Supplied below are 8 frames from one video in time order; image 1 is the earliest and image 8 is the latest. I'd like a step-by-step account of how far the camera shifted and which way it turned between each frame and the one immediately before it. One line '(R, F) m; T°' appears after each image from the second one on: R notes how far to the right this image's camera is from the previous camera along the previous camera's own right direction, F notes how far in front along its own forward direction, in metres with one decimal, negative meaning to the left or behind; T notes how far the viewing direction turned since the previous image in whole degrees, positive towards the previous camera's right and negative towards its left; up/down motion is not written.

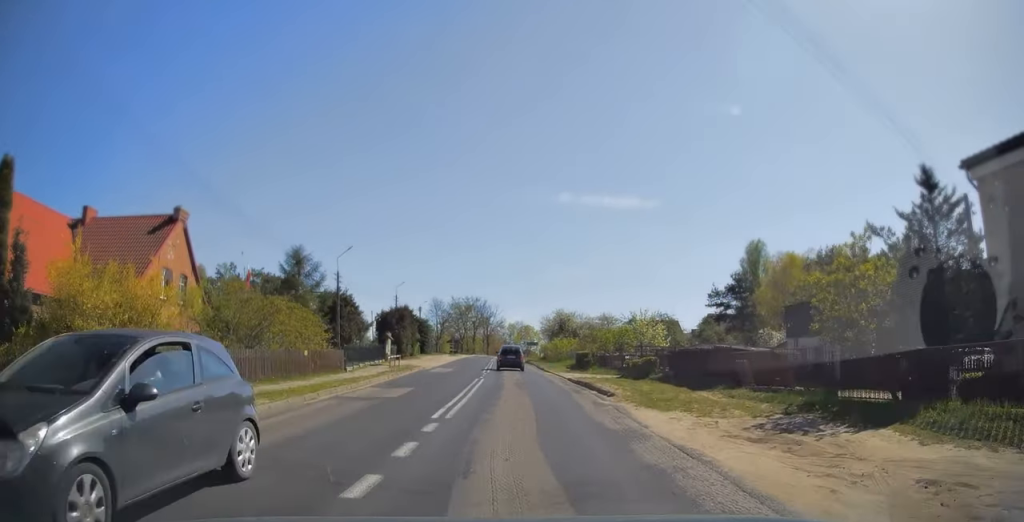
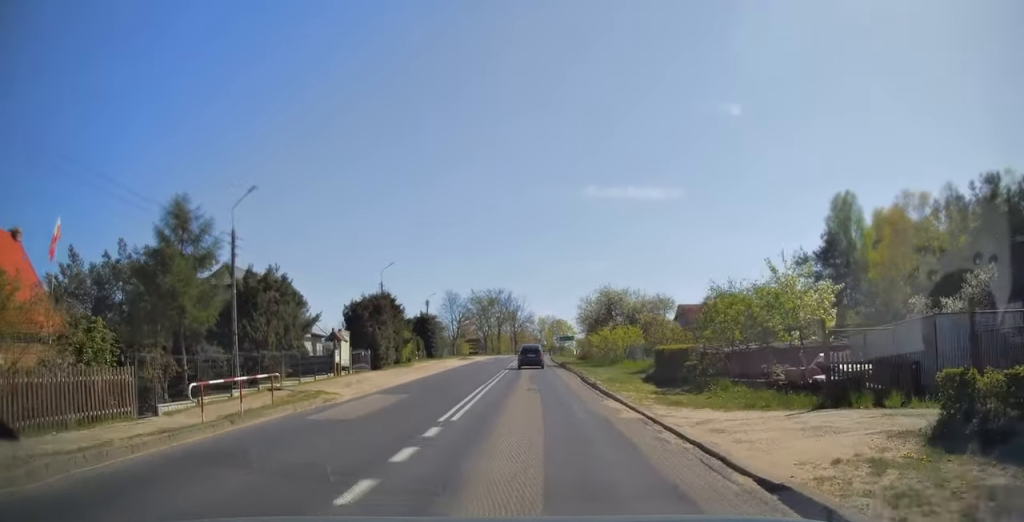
(-0.4, +20.2) m; -3°
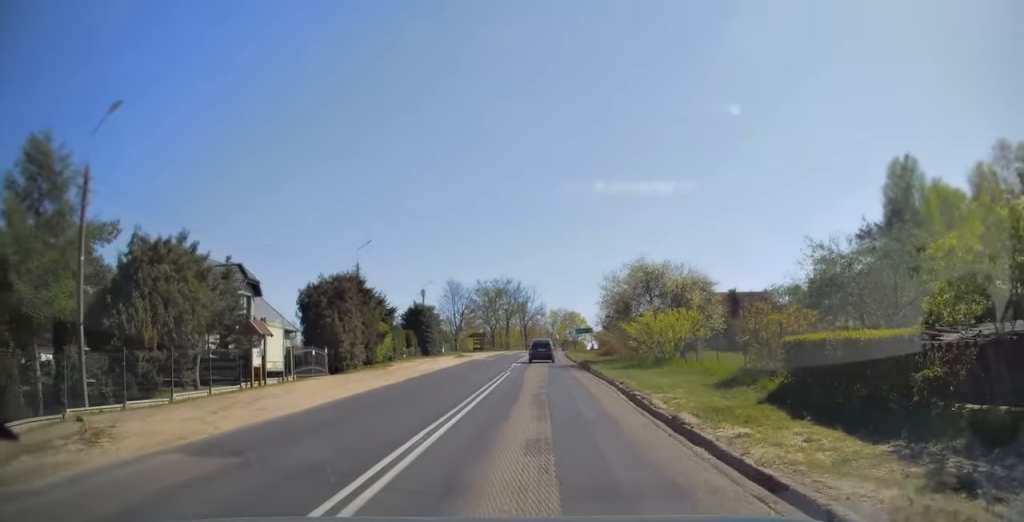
(-0.2, +11.0) m; -1°
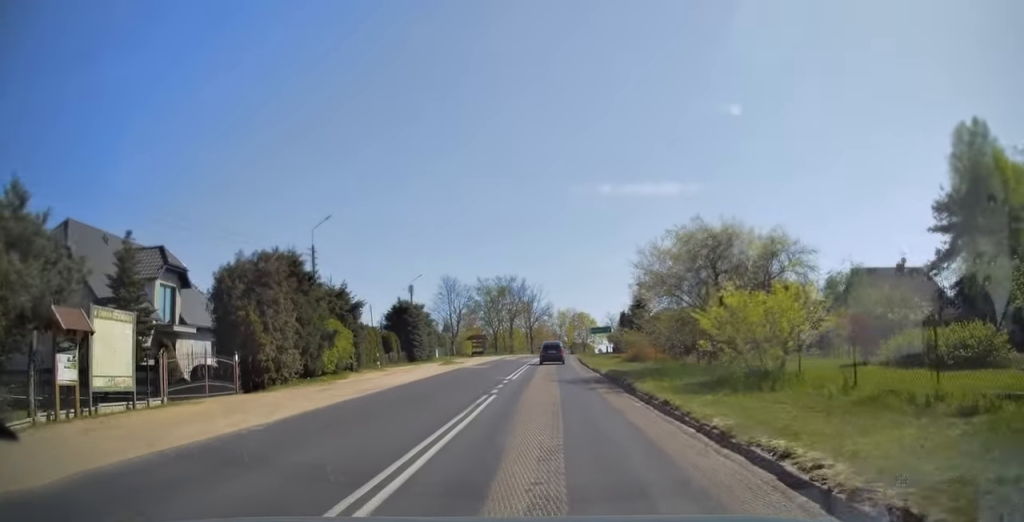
(-0.1, +10.9) m; 0°
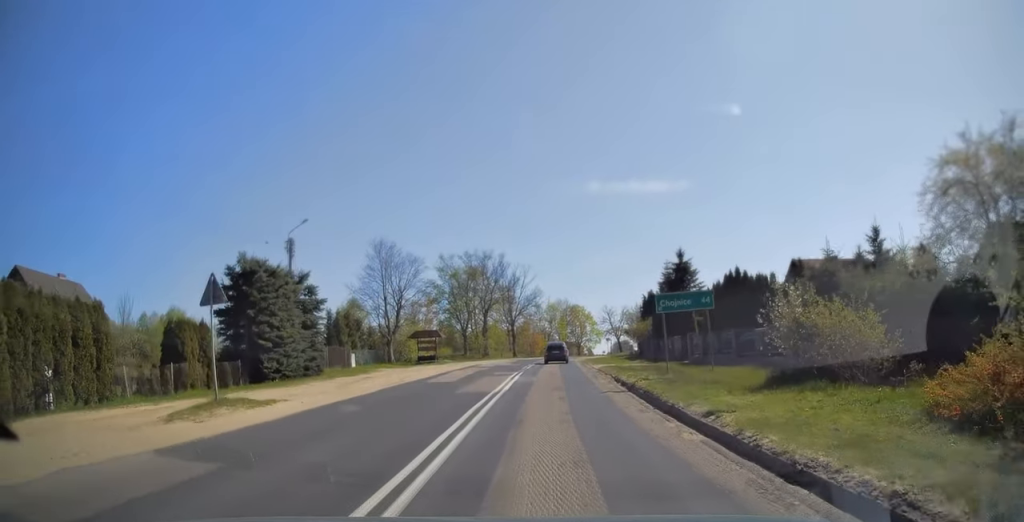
(+0.2, +31.3) m; +1°
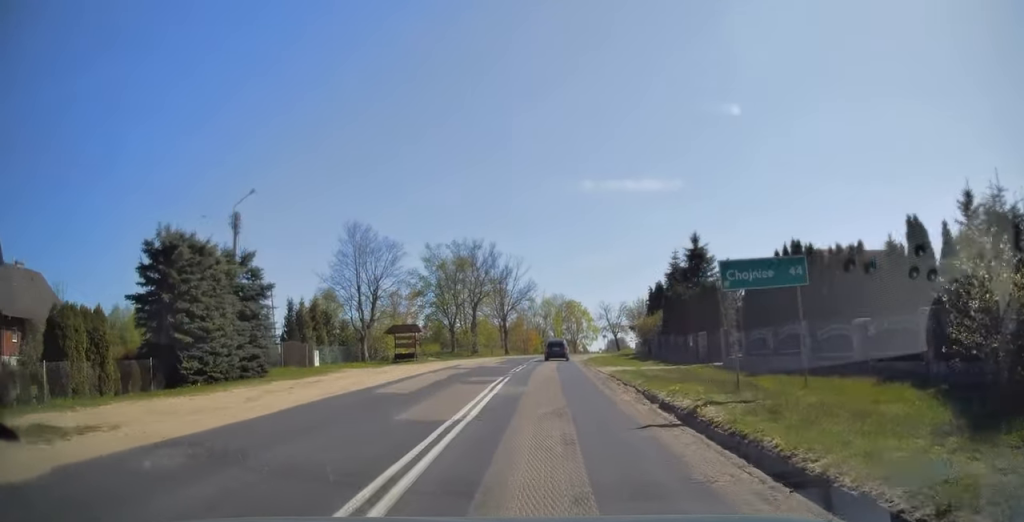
(+0.1, +6.8) m; +1°
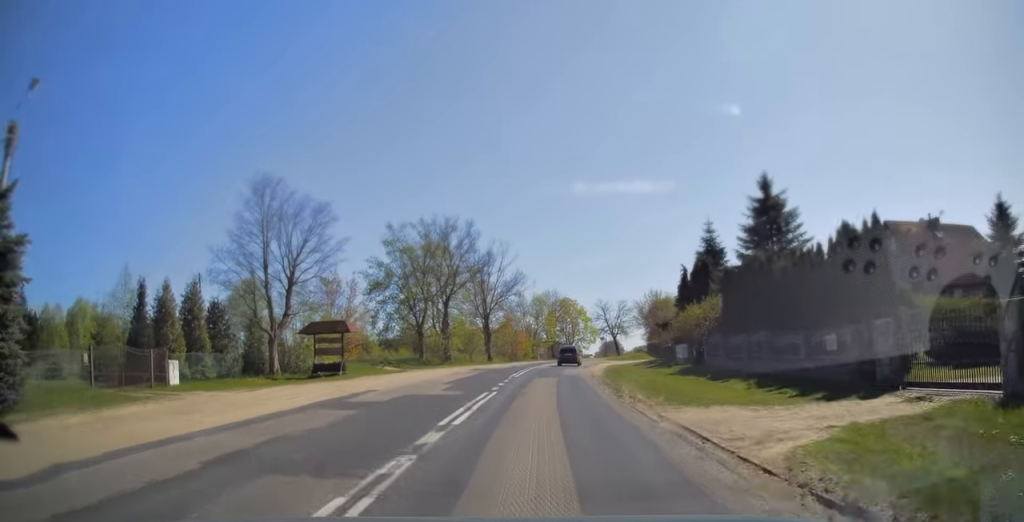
(+0.2, +16.5) m; +1°
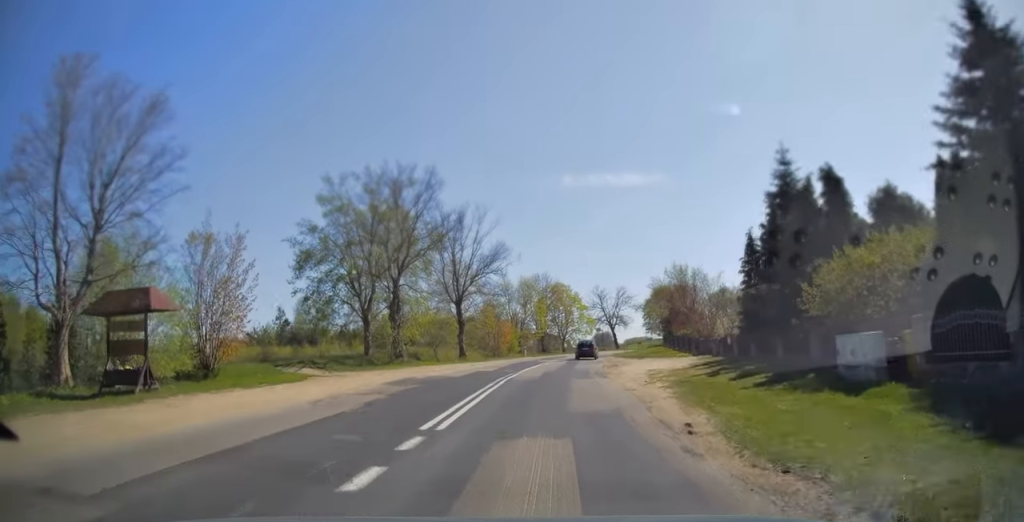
(+0.1, +17.1) m; +1°
